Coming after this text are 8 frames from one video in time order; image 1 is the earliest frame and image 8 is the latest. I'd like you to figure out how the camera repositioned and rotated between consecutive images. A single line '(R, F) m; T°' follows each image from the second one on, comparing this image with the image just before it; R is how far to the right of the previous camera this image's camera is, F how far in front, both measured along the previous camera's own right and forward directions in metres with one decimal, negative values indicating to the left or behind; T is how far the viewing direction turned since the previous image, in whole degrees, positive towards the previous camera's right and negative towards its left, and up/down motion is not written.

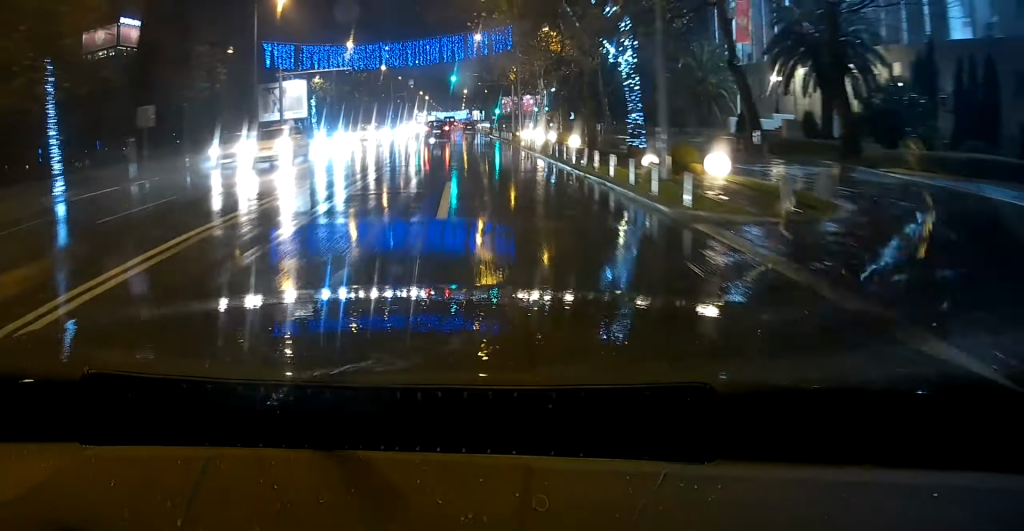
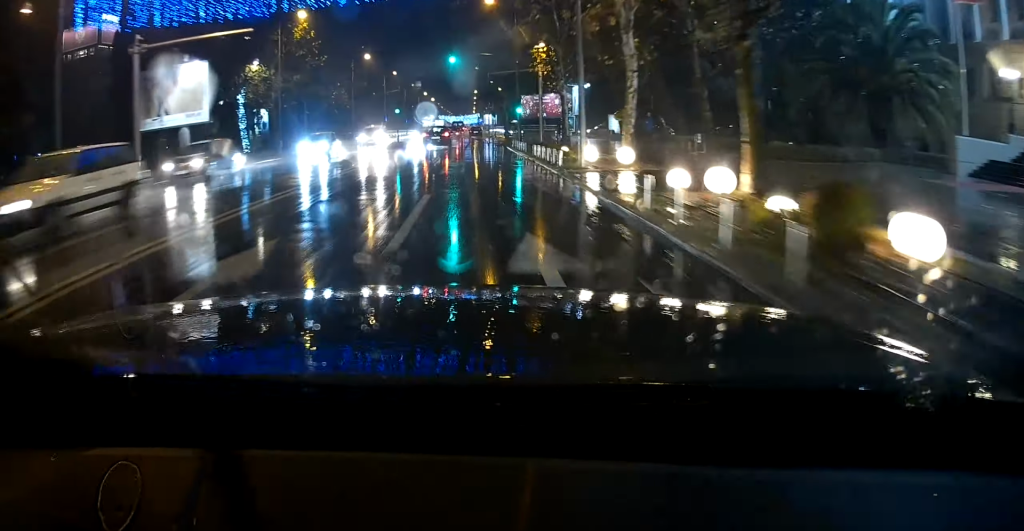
(+0.4, +22.5) m; -1°
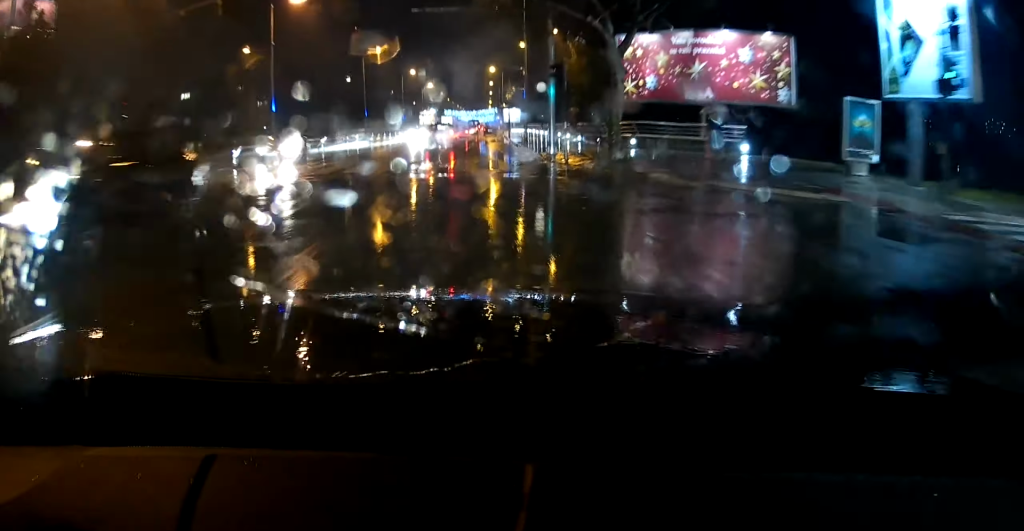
(-1.5, +59.8) m; -1°
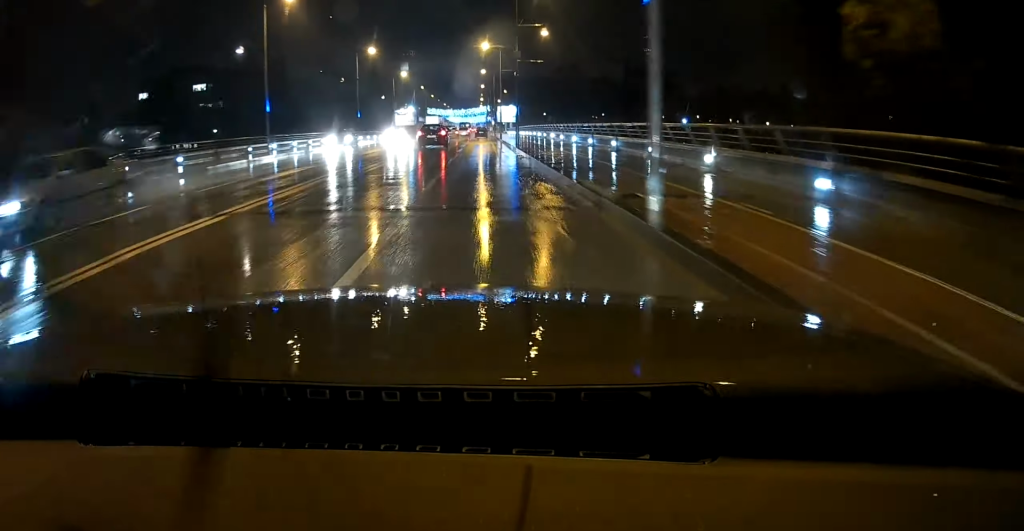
(+0.2, +31.1) m; 0°
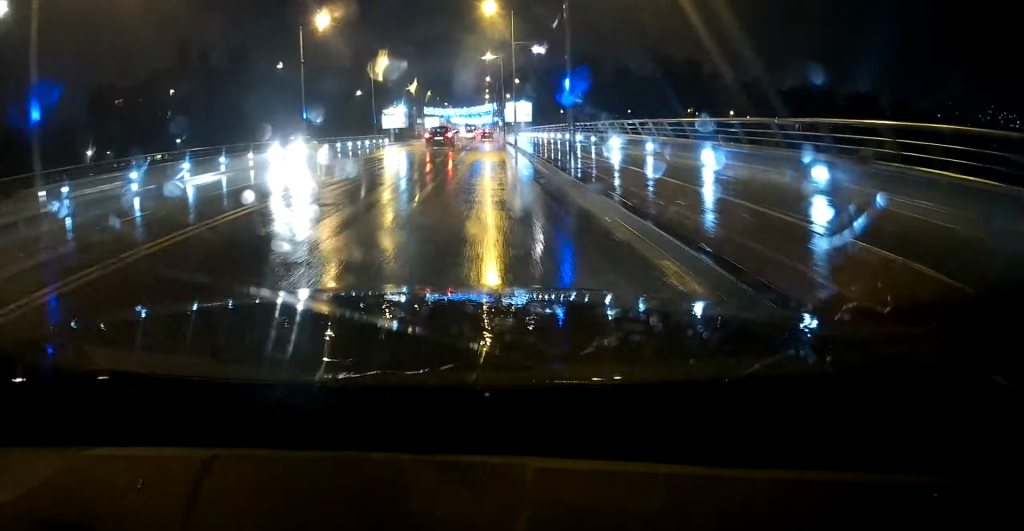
(-0.1, +23.8) m; -1°
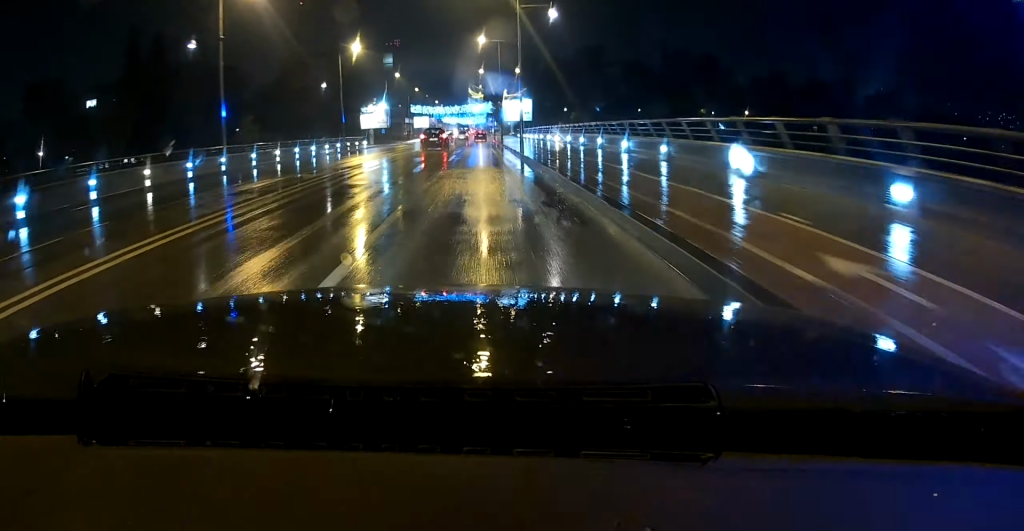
(-0.4, +14.7) m; 0°
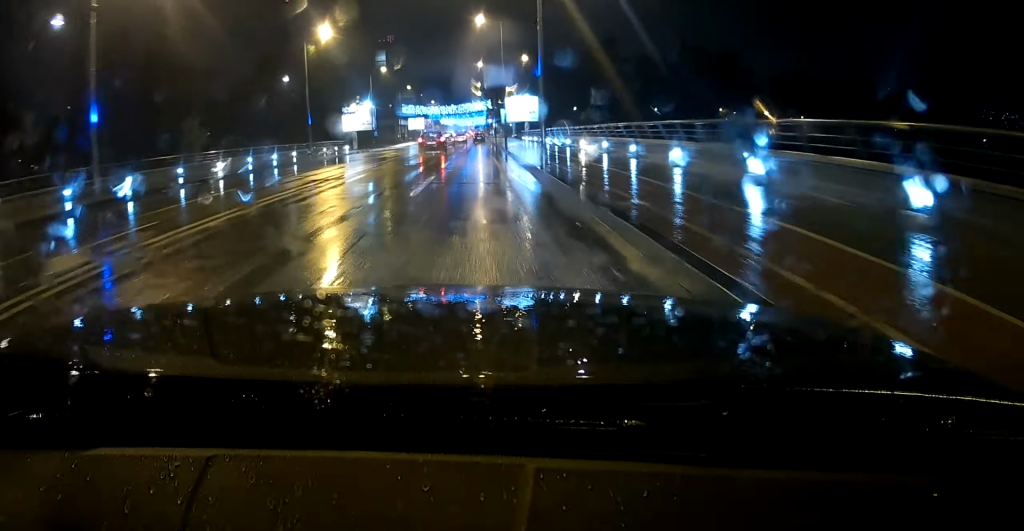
(+0.2, +12.5) m; 0°
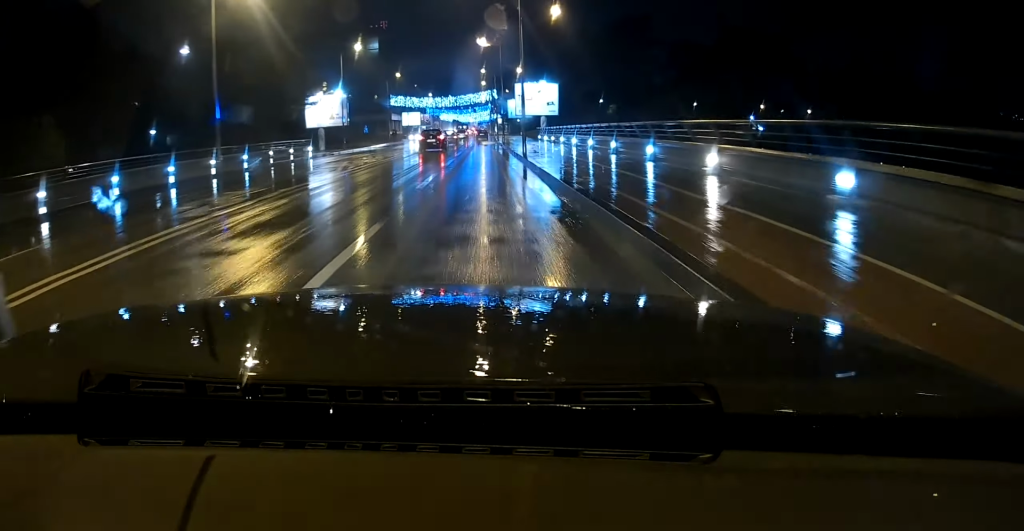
(+0.2, +19.5) m; 0°
